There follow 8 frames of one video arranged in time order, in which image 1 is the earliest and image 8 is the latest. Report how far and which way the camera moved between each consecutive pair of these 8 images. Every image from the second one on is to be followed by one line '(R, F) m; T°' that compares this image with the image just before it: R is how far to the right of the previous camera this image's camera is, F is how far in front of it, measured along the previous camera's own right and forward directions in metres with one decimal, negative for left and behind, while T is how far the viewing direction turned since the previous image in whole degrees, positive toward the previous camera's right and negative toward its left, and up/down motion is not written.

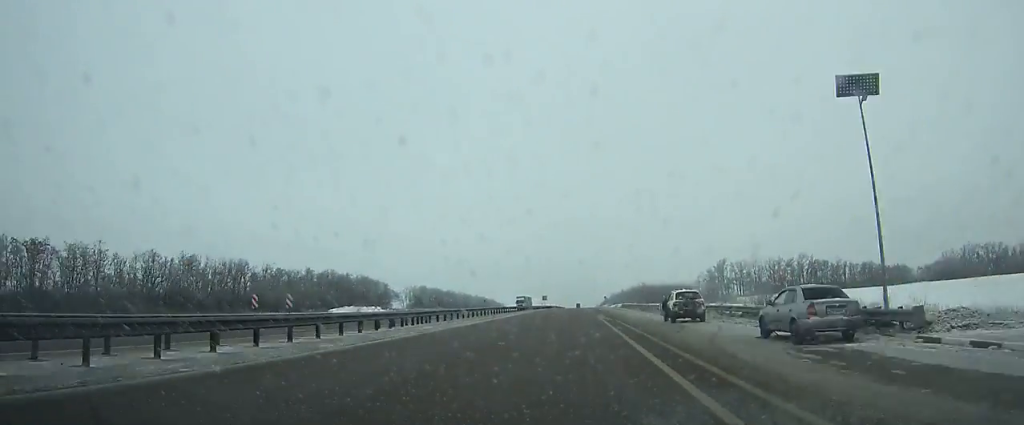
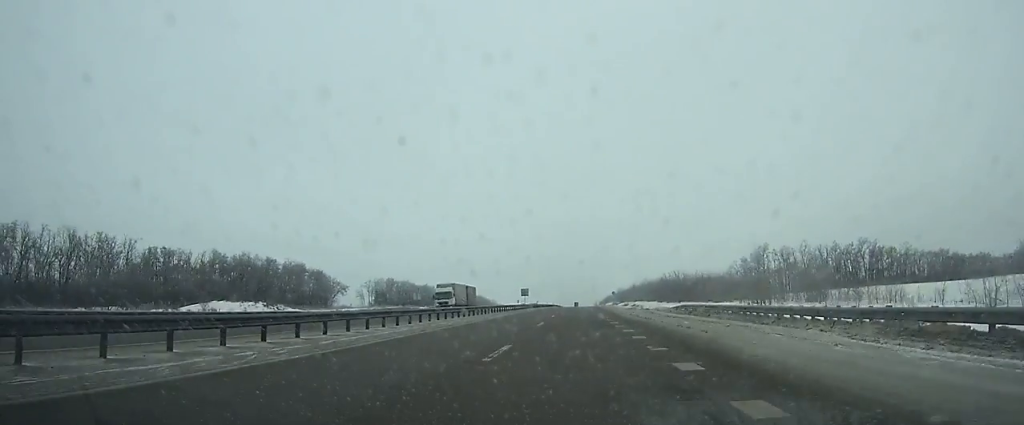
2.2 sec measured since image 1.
(0.0, +53.4) m; 0°
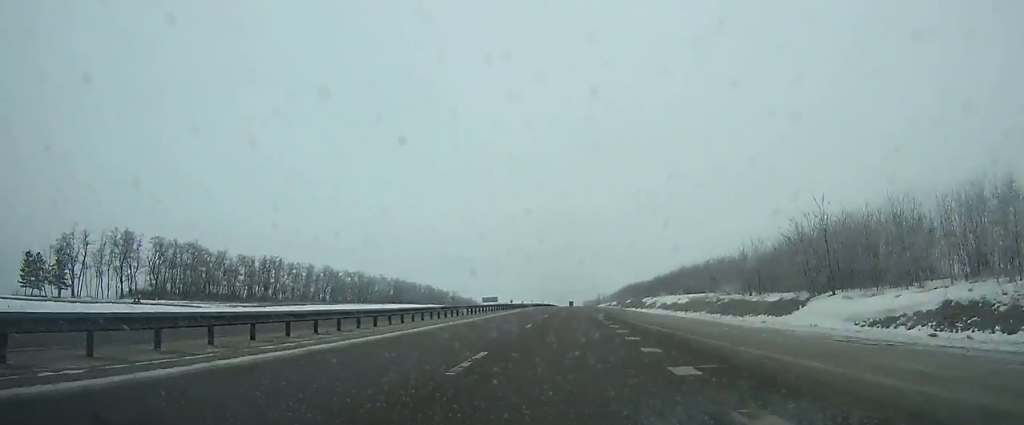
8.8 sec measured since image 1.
(0.0, +165.6) m; 0°
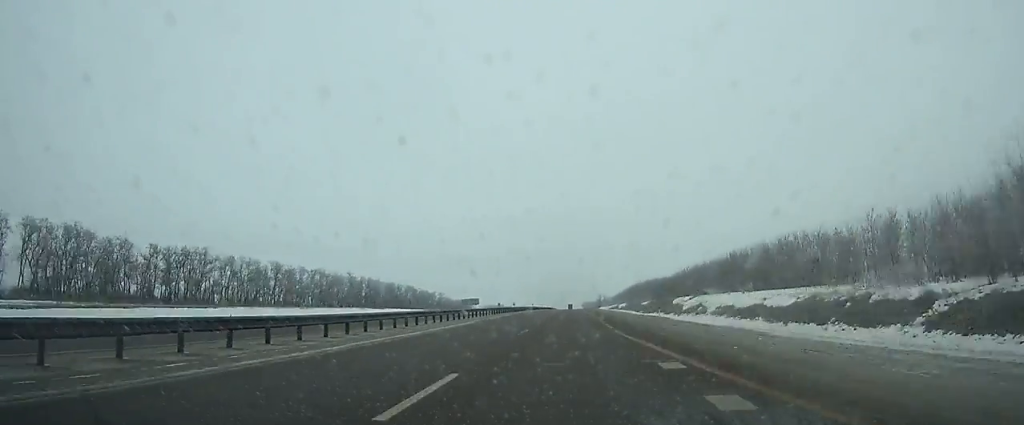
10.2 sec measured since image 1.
(-0.1, +37.0) m; 0°
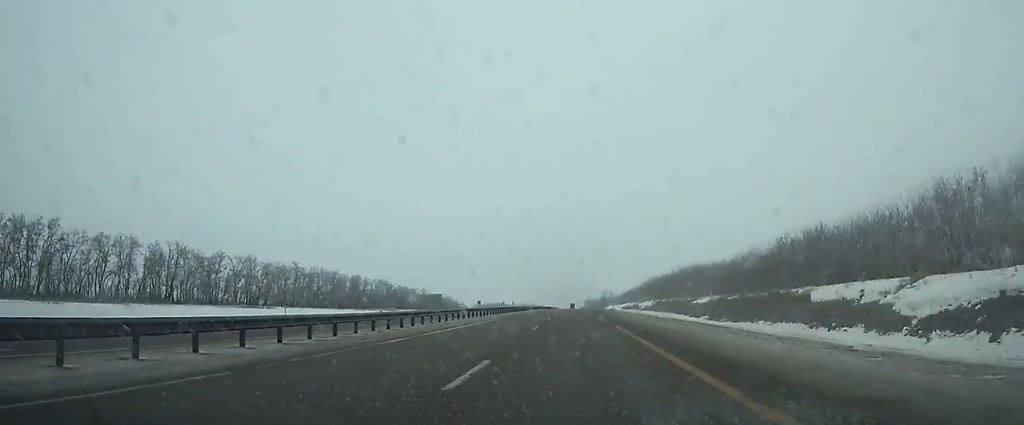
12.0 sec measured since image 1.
(+0.1, +49.2) m; 0°
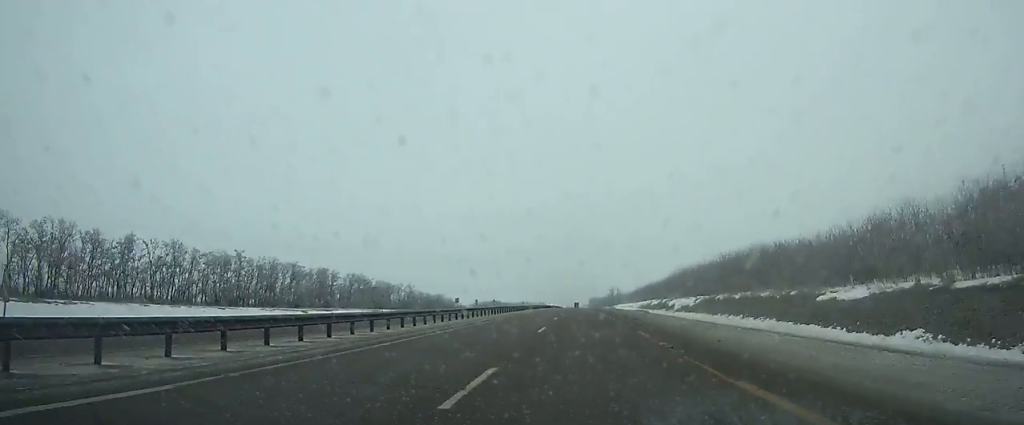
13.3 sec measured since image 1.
(0.0, +36.2) m; 0°
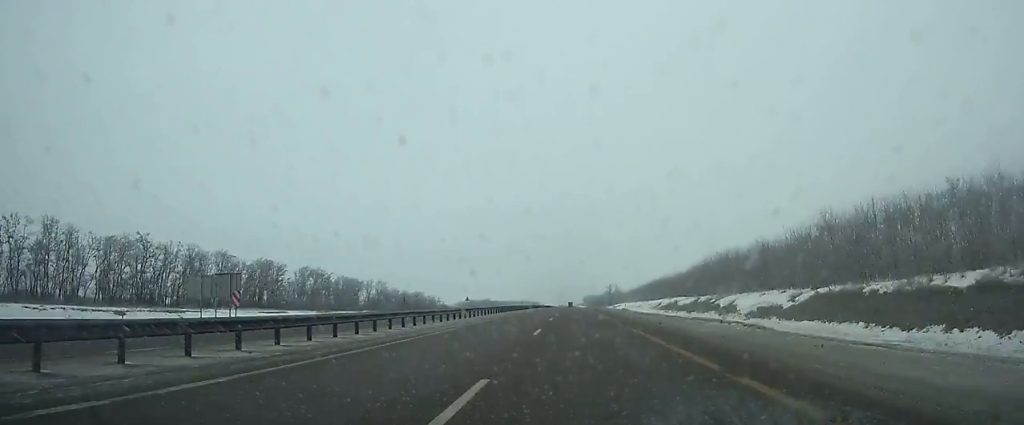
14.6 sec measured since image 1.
(+0.2, +37.1) m; 0°
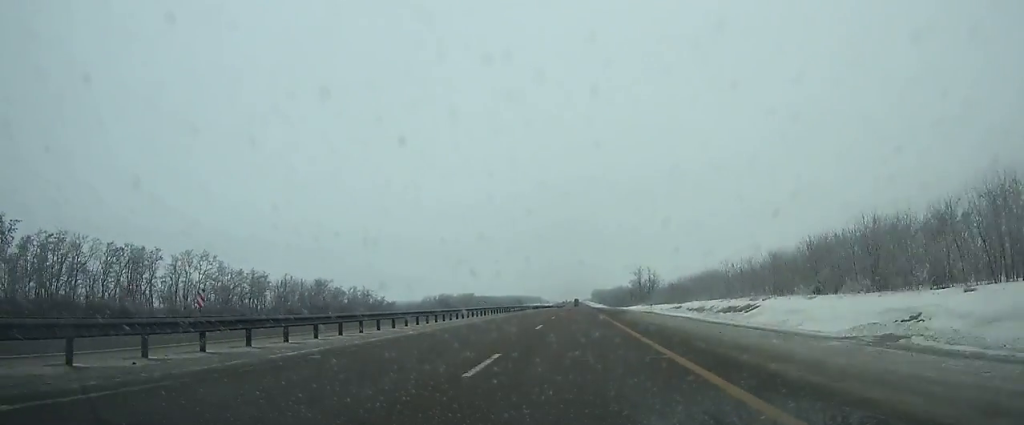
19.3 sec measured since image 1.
(-0.3, +131.1) m; 0°
